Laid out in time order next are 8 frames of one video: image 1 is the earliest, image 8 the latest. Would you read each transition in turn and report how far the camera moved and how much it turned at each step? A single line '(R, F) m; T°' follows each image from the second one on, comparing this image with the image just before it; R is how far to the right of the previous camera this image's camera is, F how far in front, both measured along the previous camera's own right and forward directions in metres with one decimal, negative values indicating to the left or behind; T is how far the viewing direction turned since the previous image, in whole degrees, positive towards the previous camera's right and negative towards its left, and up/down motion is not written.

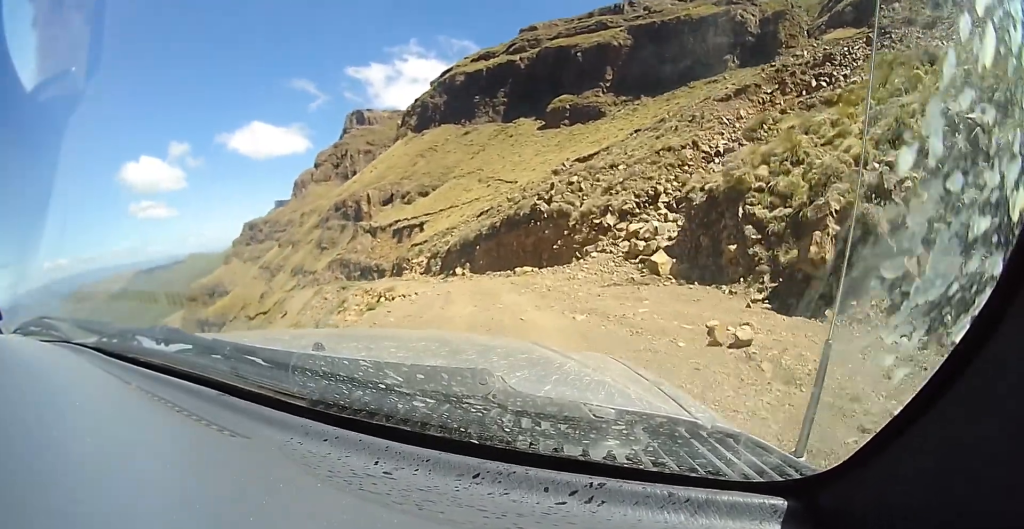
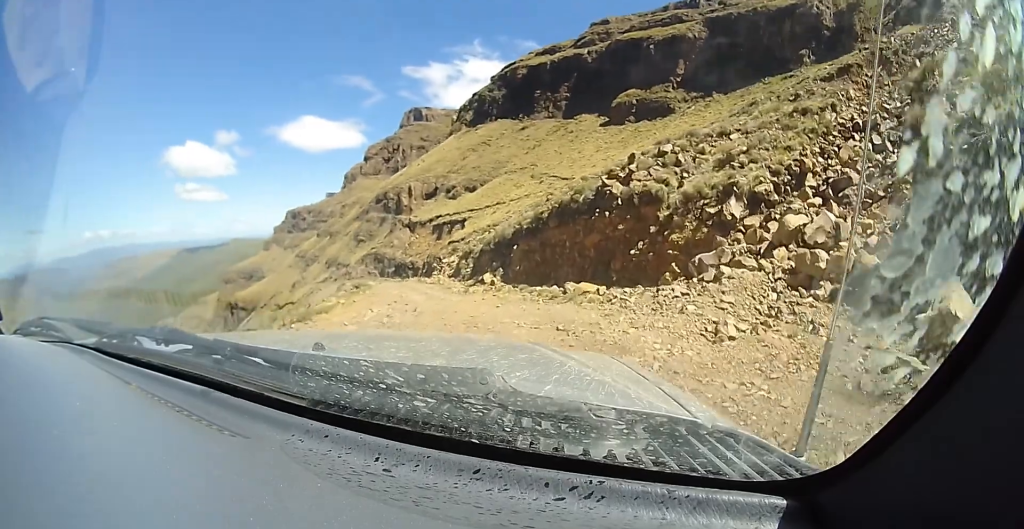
(-0.3, +8.1) m; -2°
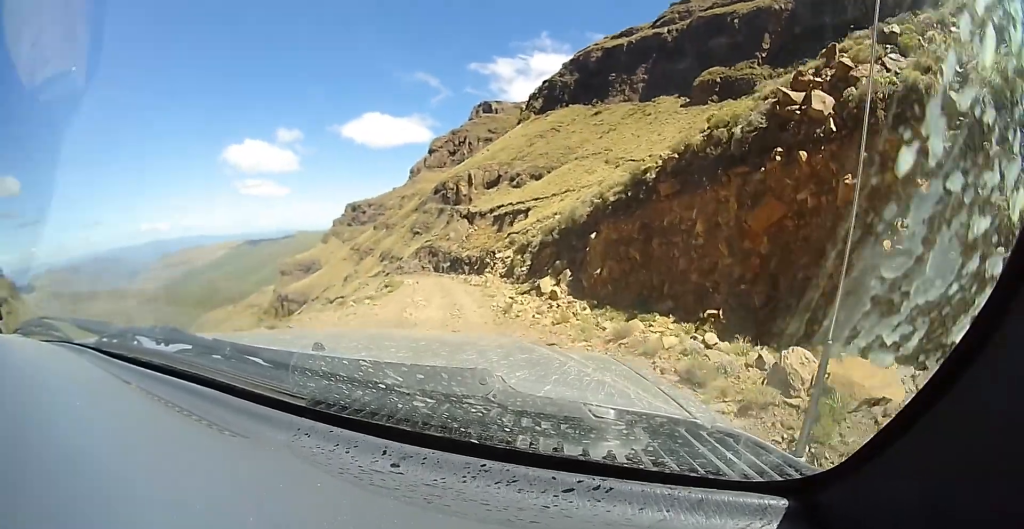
(-0.1, +9.6) m; -7°
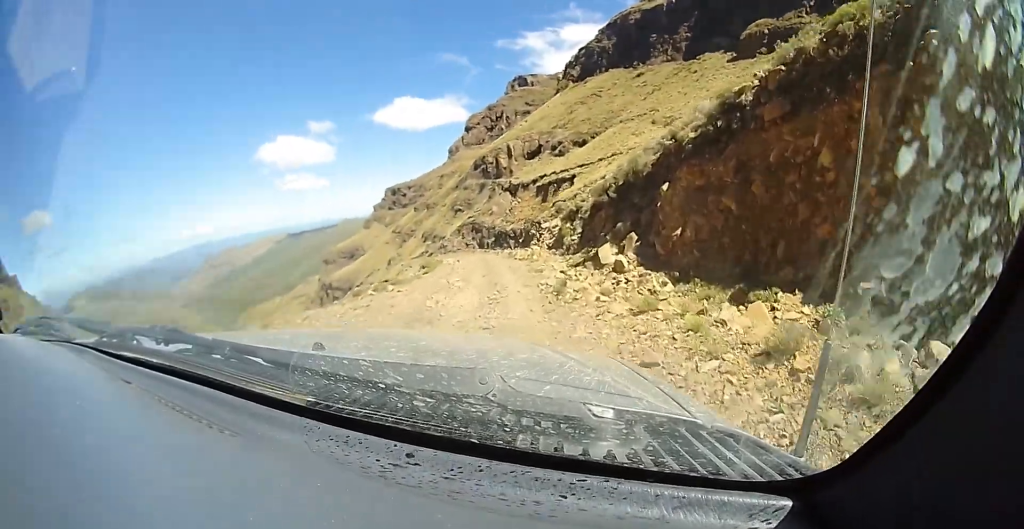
(-0.2, +4.3) m; -7°
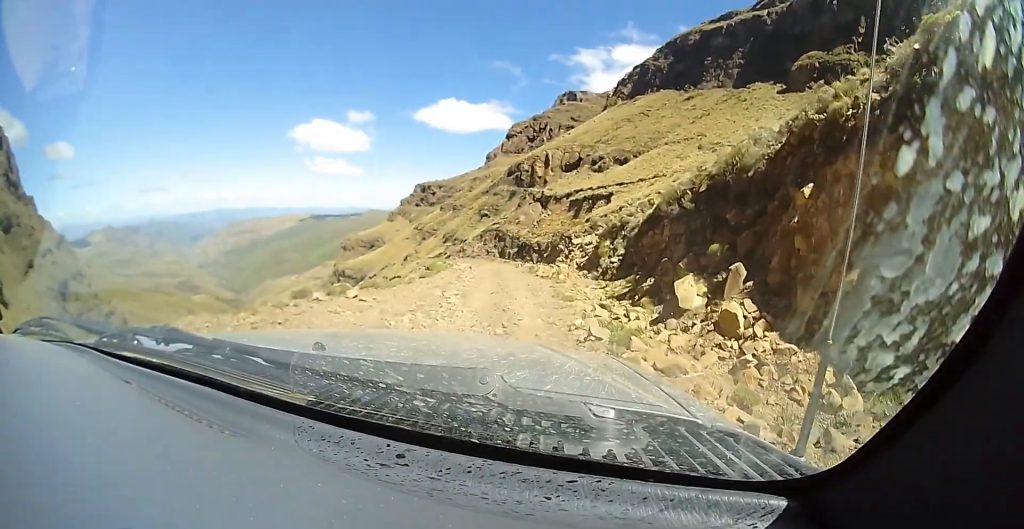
(-0.7, +6.3) m; -5°
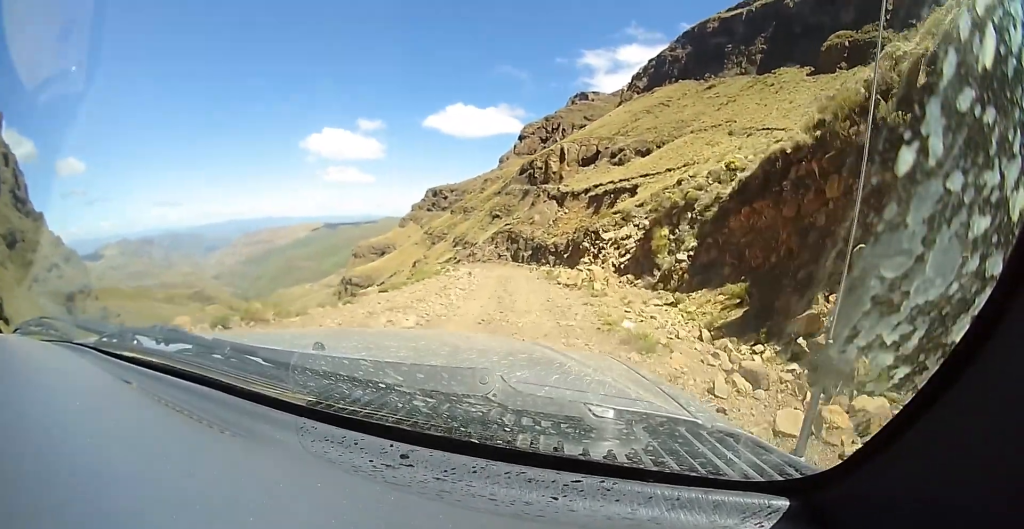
(+0.3, +7.9) m; -2°
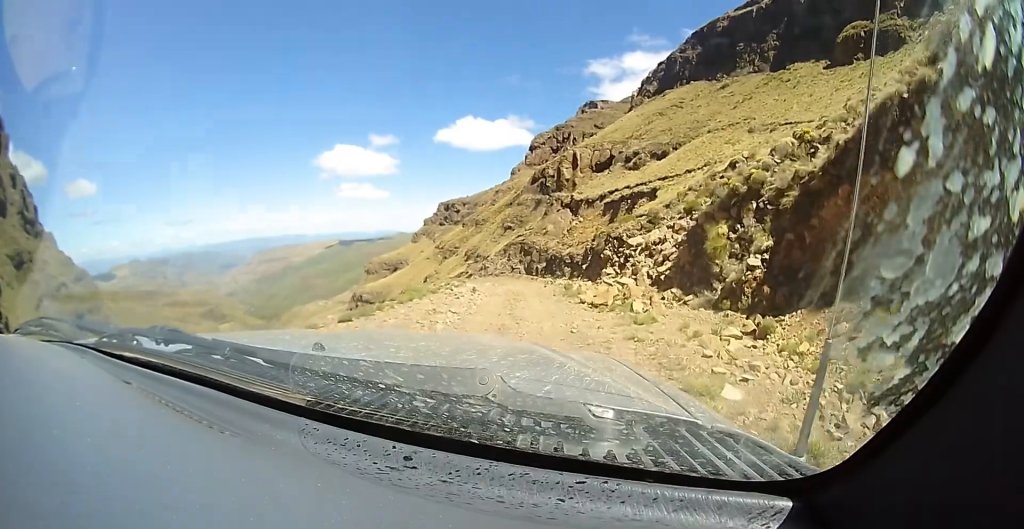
(-0.2, +2.9) m; -5°
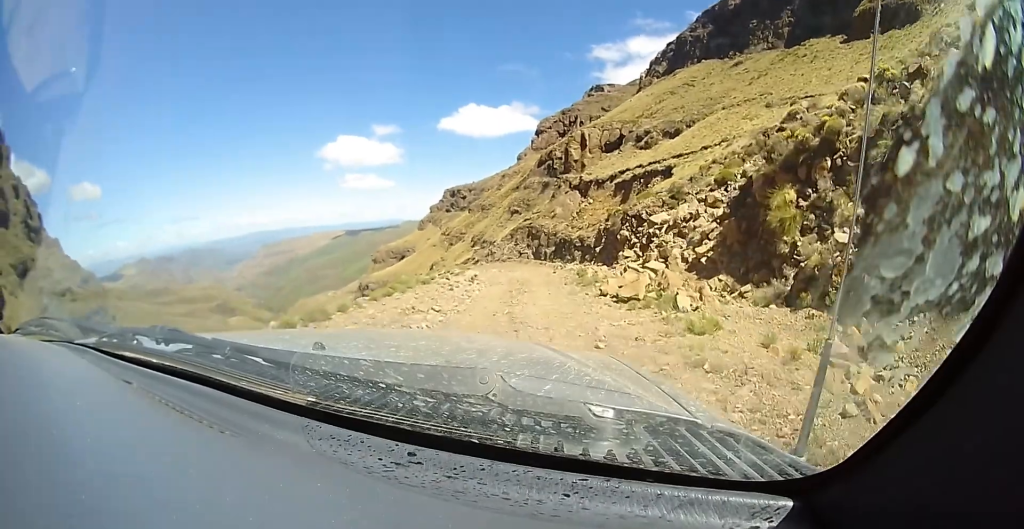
(-0.1, +2.9) m; -6°
